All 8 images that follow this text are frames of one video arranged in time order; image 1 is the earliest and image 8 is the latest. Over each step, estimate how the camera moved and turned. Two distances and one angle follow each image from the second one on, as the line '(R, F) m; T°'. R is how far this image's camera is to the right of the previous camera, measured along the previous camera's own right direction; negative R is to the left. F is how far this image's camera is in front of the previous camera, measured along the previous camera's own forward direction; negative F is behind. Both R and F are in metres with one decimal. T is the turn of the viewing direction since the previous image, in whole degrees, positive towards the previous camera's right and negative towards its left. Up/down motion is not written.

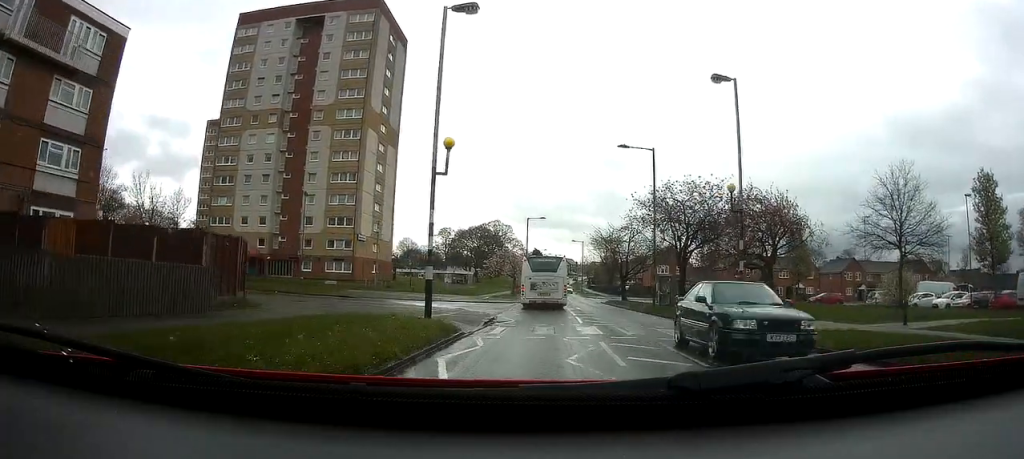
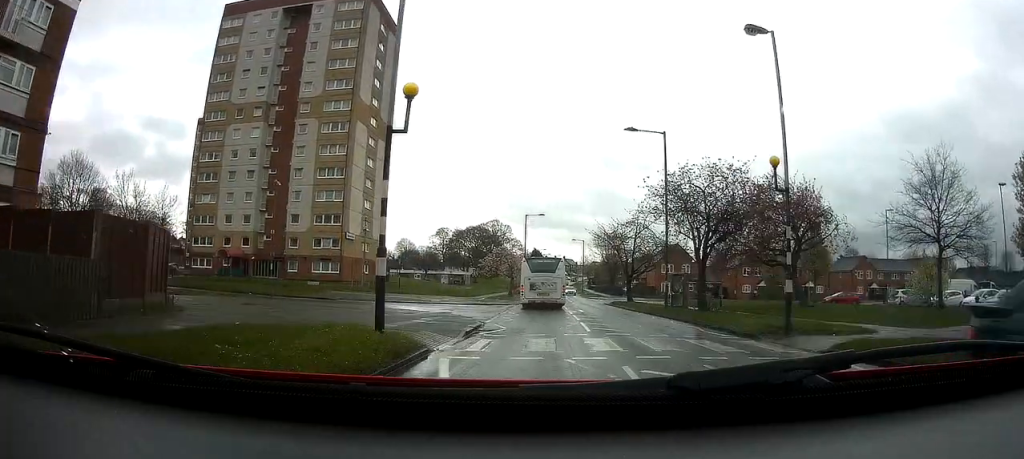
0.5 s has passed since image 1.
(0.0, +4.0) m; 0°
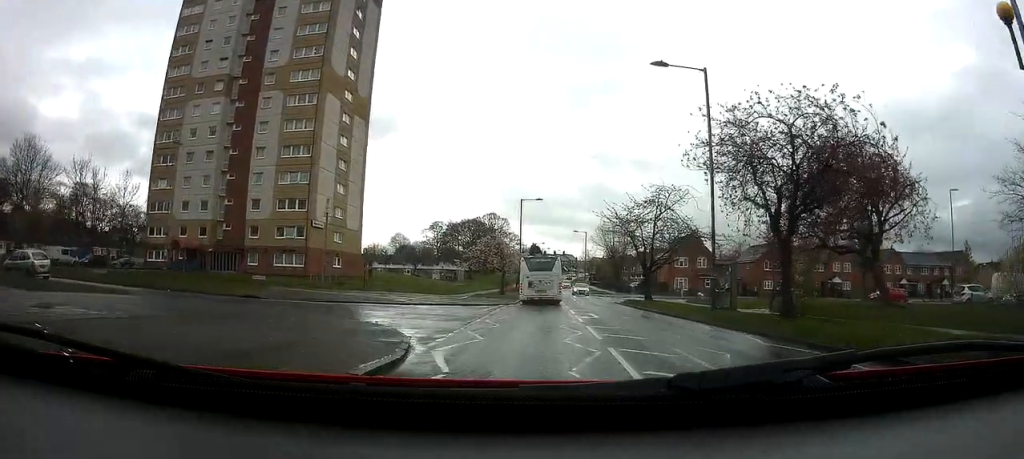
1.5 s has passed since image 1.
(0.0, +9.3) m; +1°
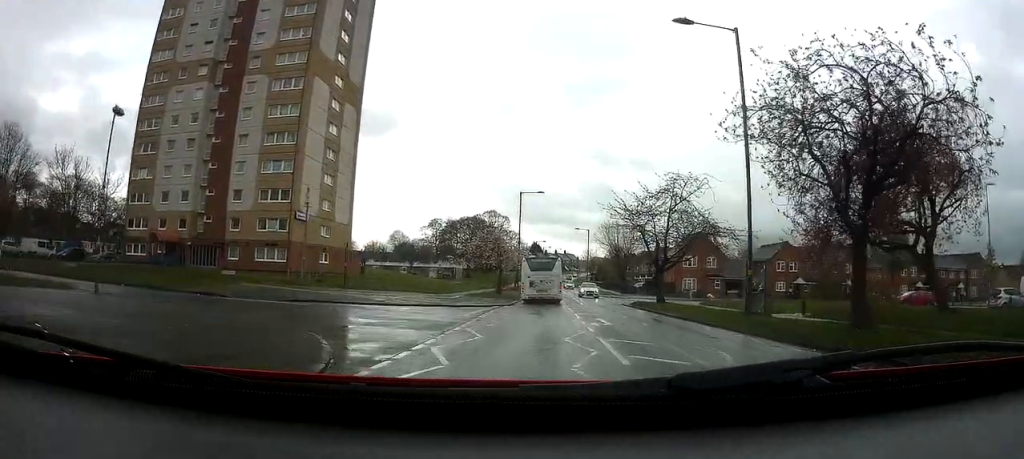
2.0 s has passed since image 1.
(-0.1, +4.1) m; +1°
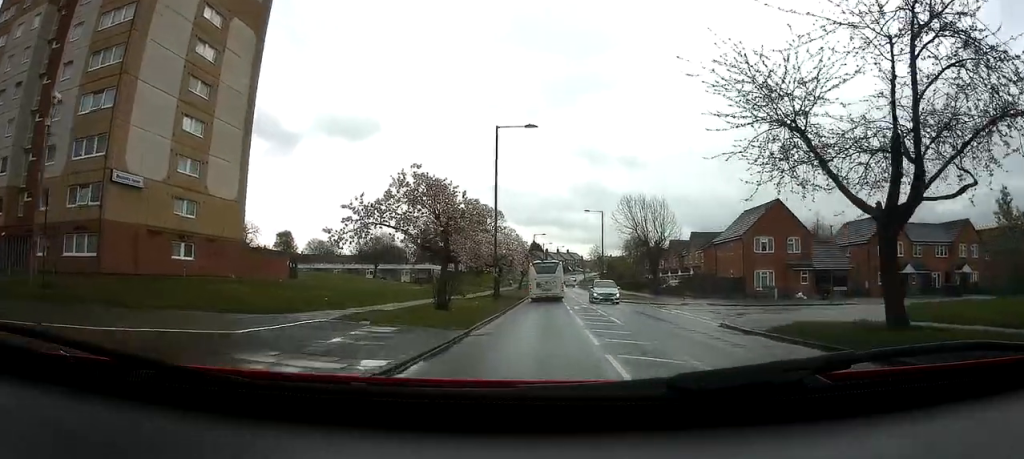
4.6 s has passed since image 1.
(-0.3, +24.9) m; -4°
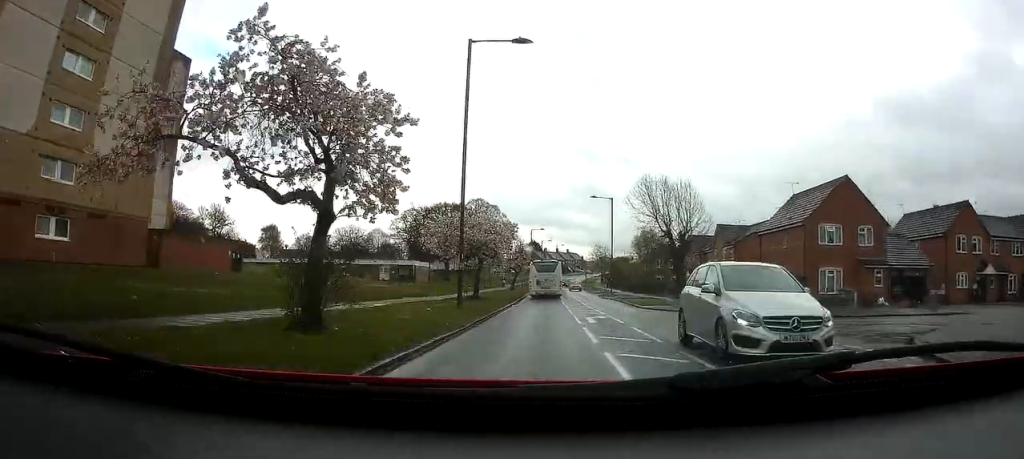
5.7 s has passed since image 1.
(-0.3, +12.0) m; -1°
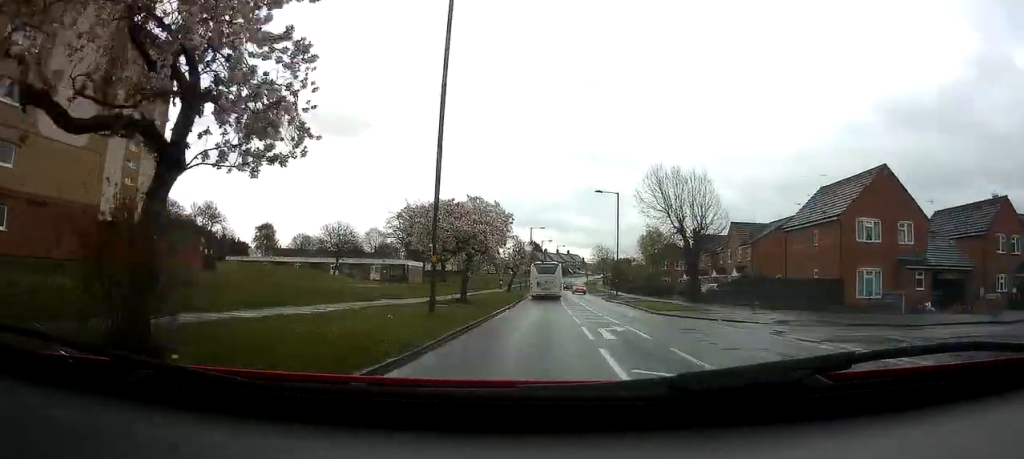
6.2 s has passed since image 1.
(-0.1, +4.7) m; 0°
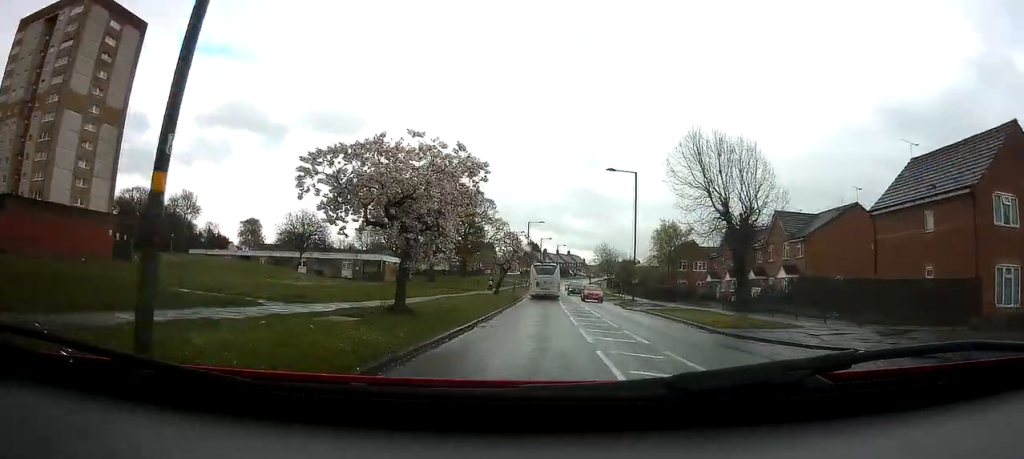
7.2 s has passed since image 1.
(+0.4, +11.7) m; +1°
